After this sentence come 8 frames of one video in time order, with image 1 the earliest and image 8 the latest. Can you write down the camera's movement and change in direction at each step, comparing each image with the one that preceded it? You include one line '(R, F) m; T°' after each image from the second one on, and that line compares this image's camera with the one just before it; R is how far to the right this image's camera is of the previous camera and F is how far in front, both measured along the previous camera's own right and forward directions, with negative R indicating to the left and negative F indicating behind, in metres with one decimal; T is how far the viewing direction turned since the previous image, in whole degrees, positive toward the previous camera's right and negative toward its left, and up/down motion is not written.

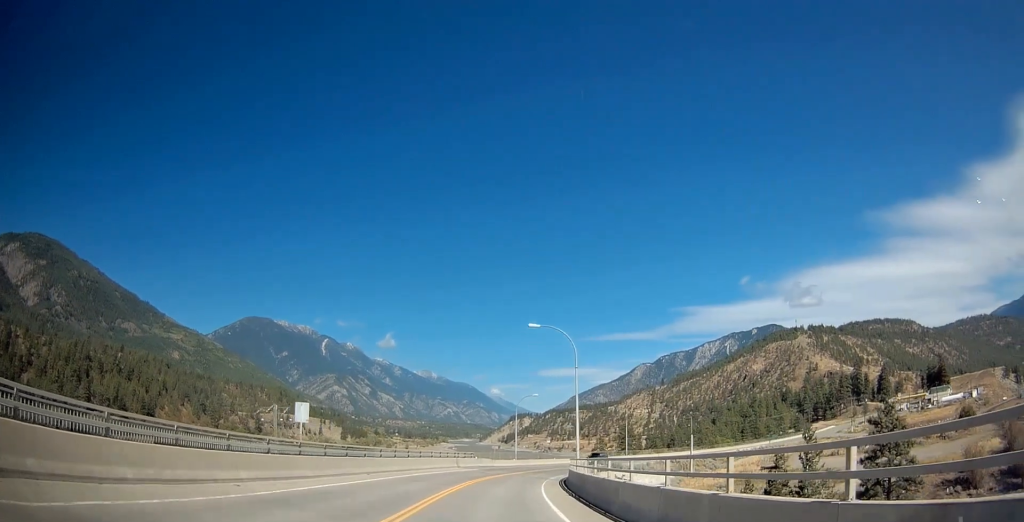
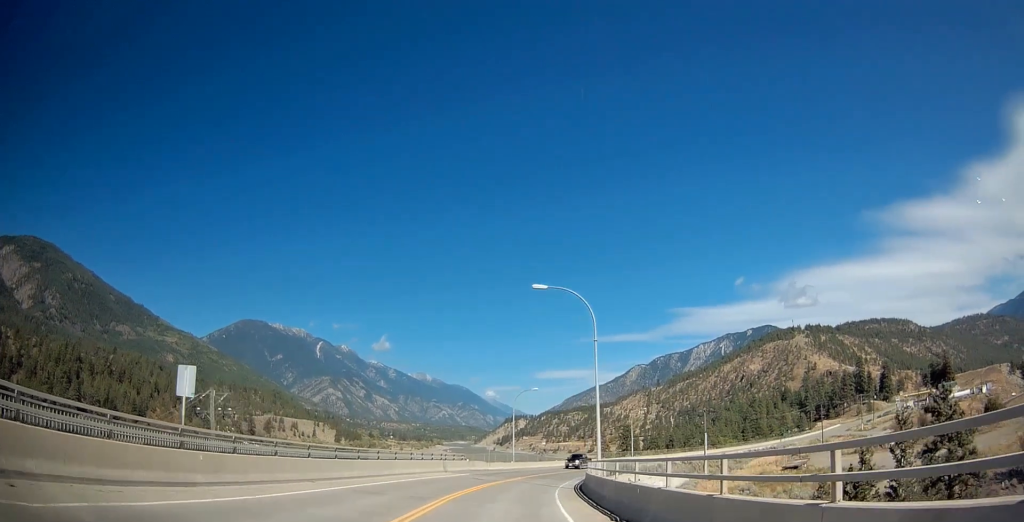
(+0.1, +8.9) m; +1°
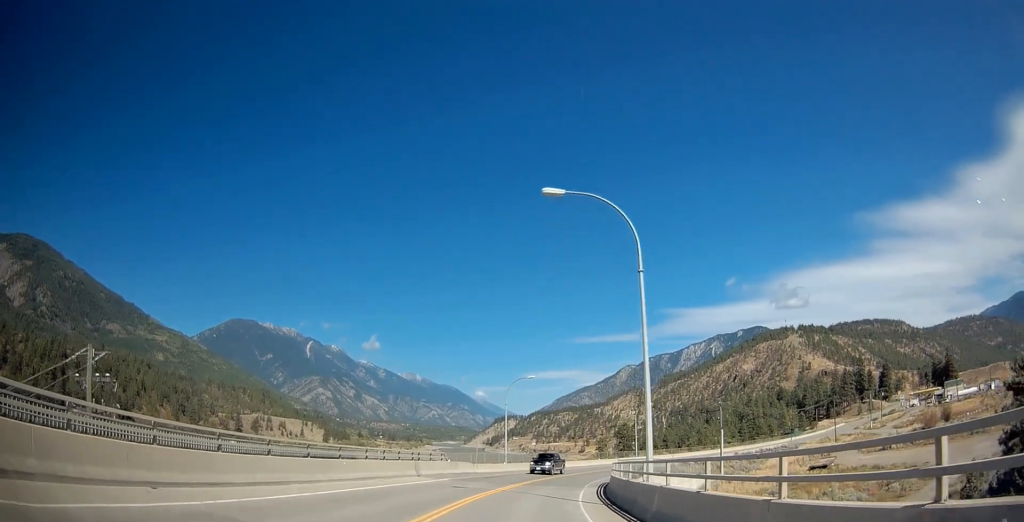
(+0.2, +10.5) m; +1°
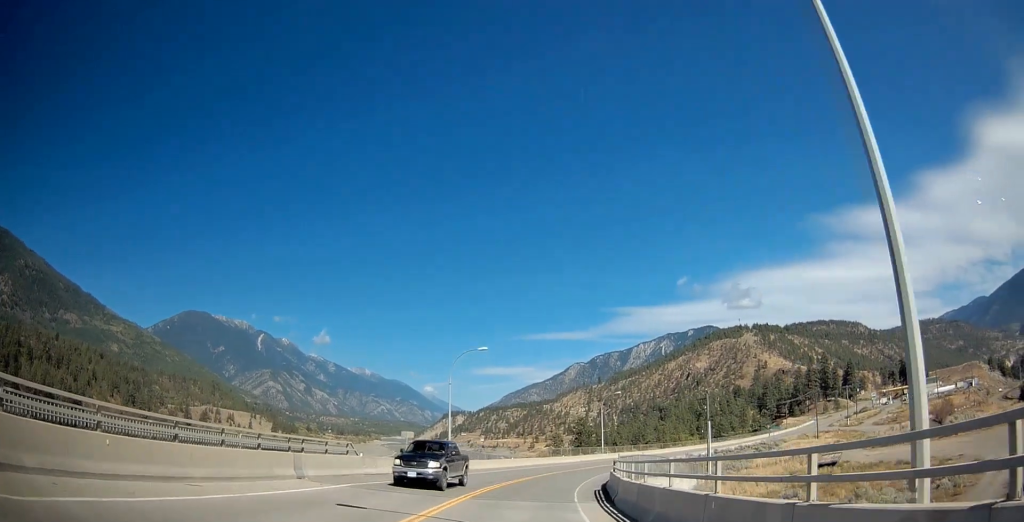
(0.0, +13.3) m; +2°
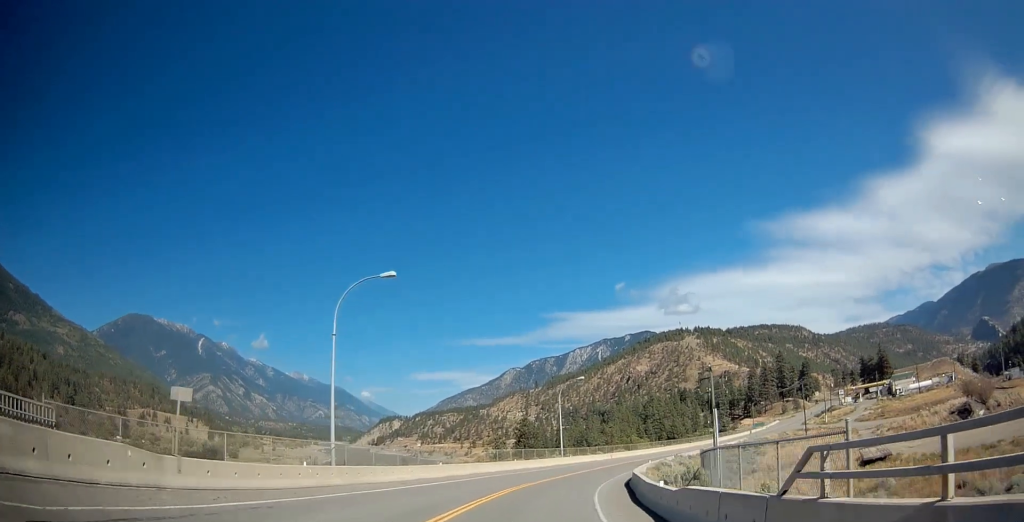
(+0.7, +19.4) m; +5°
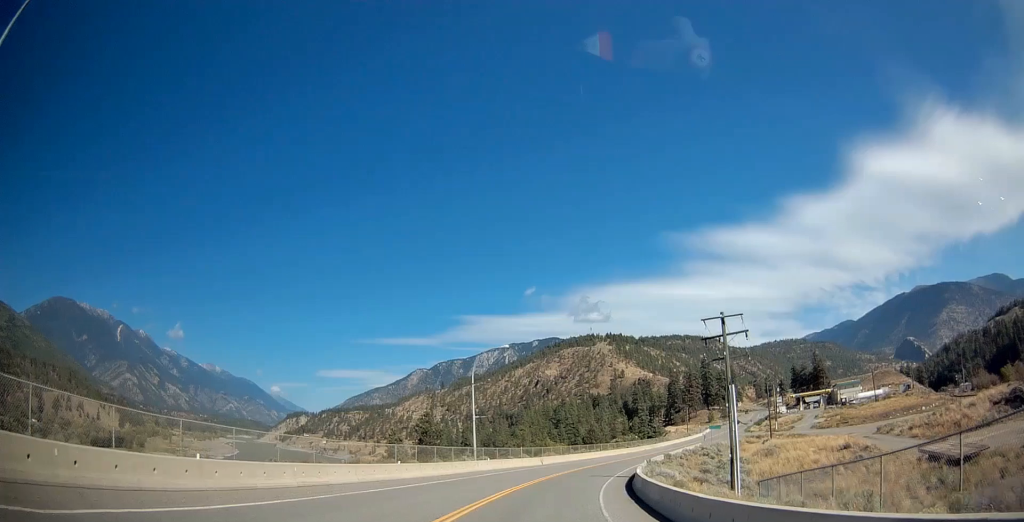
(+1.3, +20.4) m; +8°
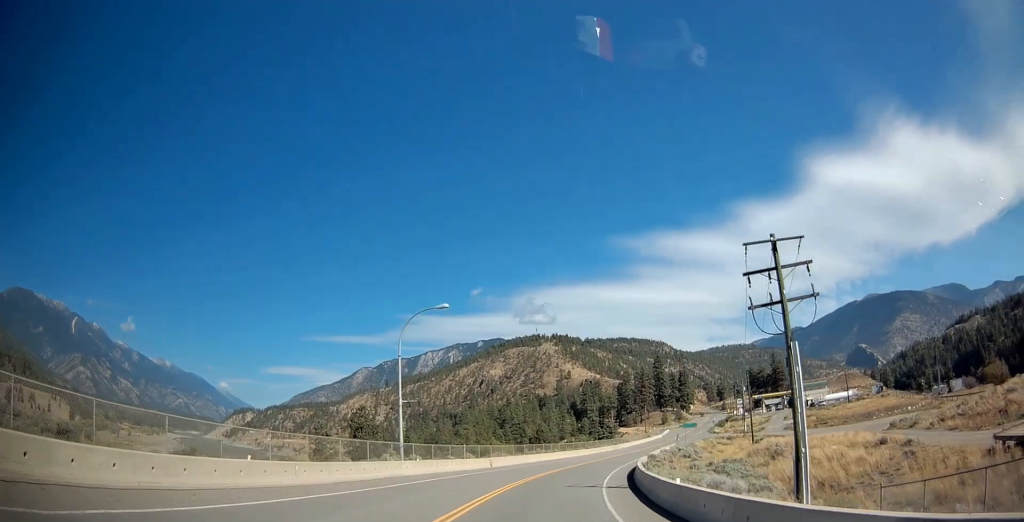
(+0.5, +12.1) m; +6°
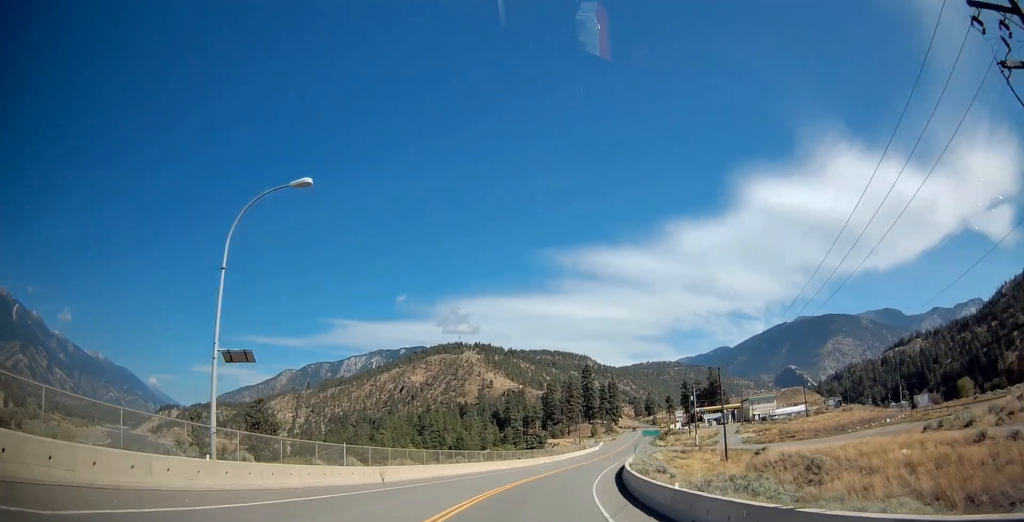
(+1.1, +15.8) m; +8°
